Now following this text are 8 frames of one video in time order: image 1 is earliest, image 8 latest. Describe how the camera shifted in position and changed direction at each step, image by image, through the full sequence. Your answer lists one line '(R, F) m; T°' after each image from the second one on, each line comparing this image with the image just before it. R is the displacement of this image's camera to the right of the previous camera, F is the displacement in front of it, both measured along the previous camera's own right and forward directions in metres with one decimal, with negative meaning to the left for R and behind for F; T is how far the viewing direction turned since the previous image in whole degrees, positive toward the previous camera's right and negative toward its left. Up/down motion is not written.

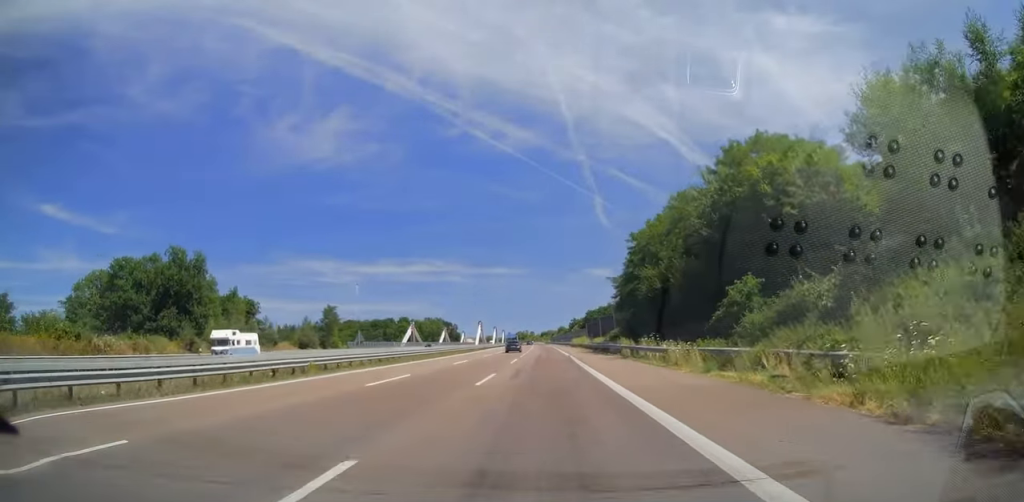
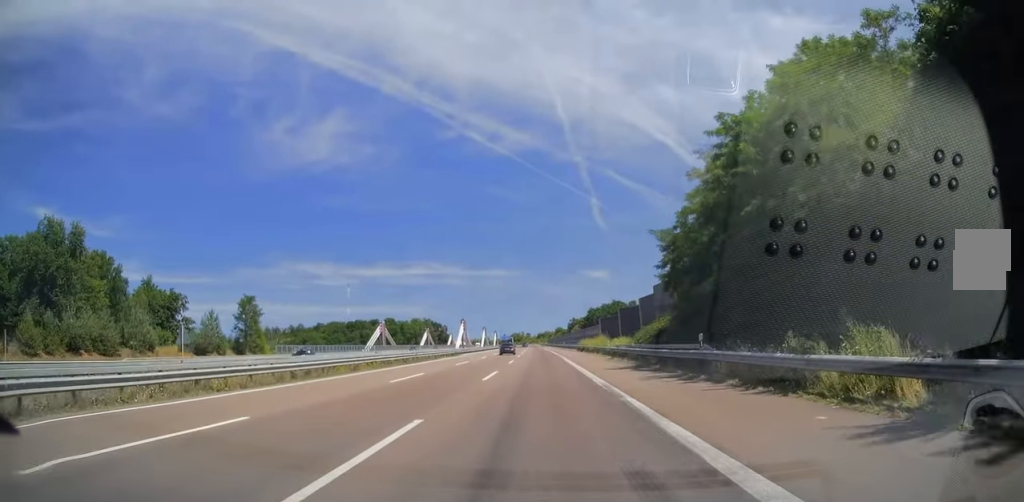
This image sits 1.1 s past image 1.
(0.0, +31.9) m; 0°
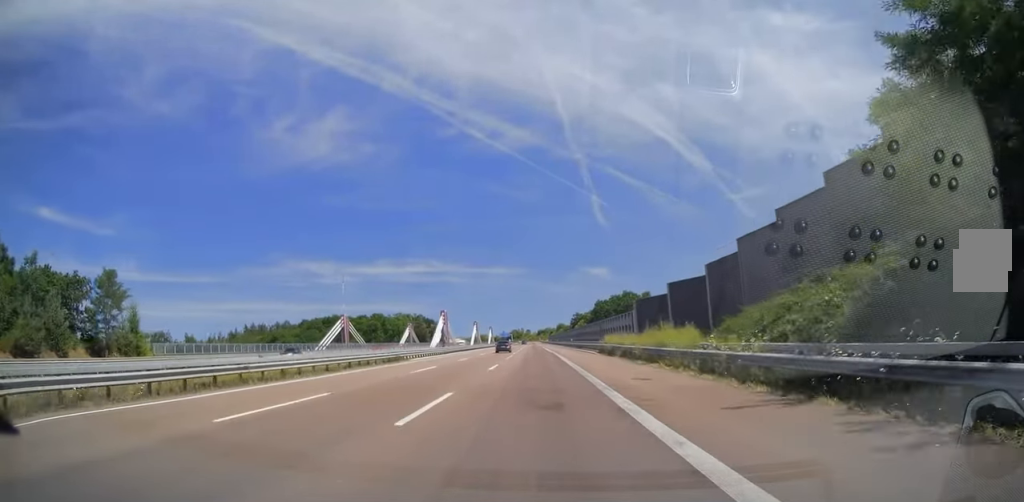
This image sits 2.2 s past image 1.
(0.0, +30.5) m; 0°
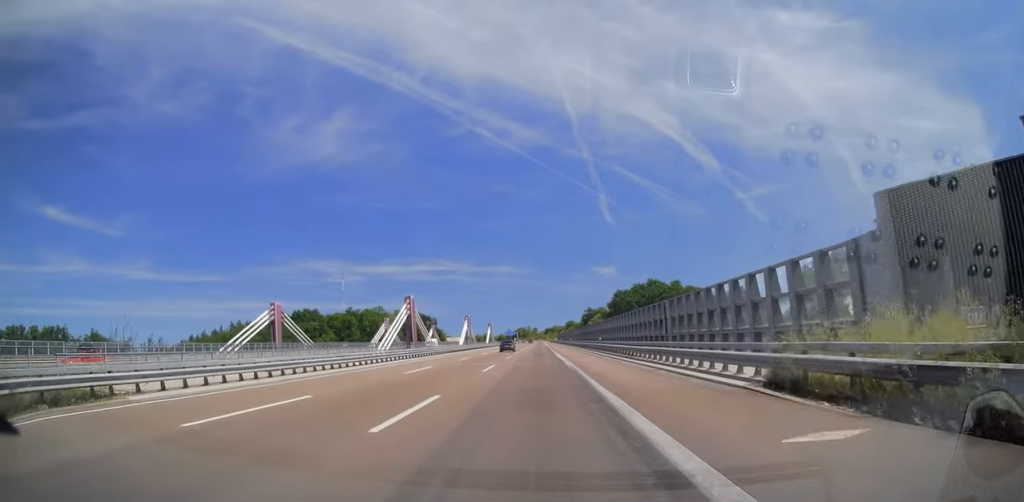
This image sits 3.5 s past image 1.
(0.0, +36.7) m; 0°
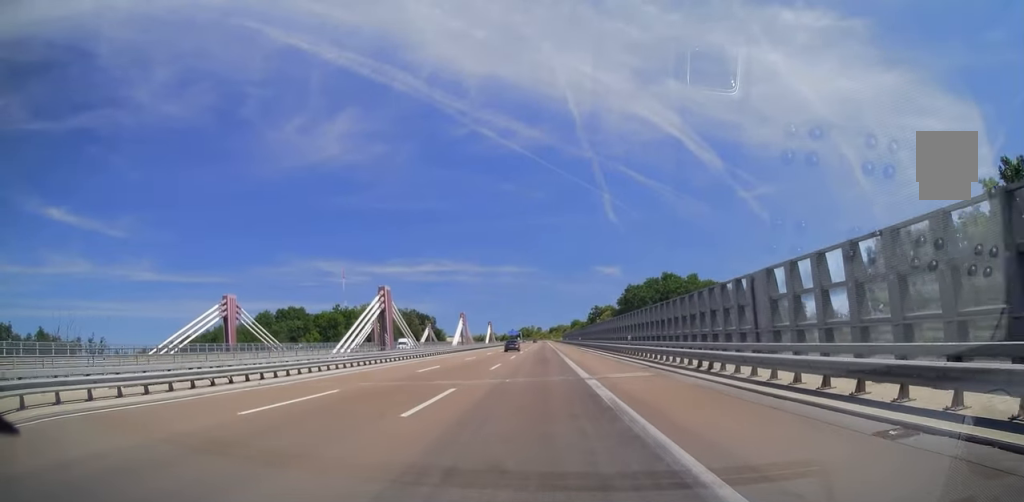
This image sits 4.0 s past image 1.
(0.0, +15.7) m; 0°
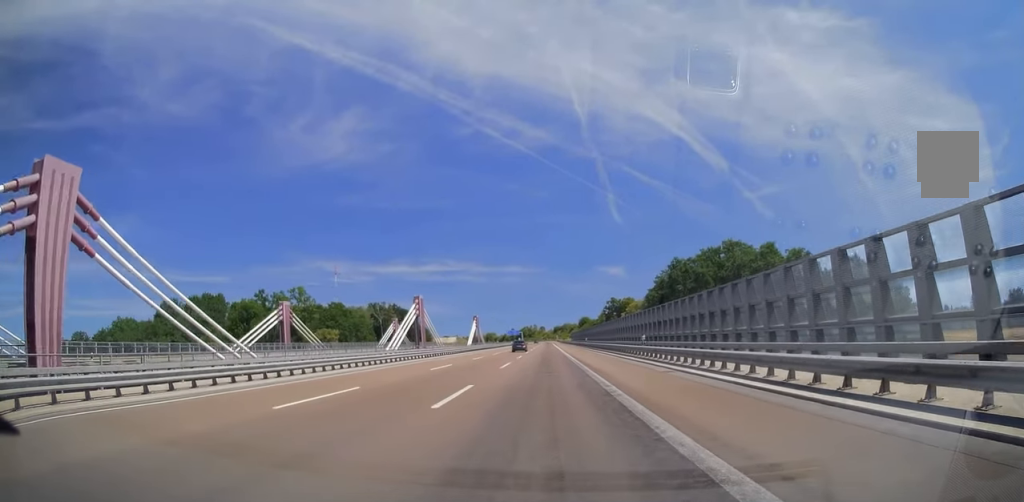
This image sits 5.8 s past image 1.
(-0.5, +52.4) m; -1°
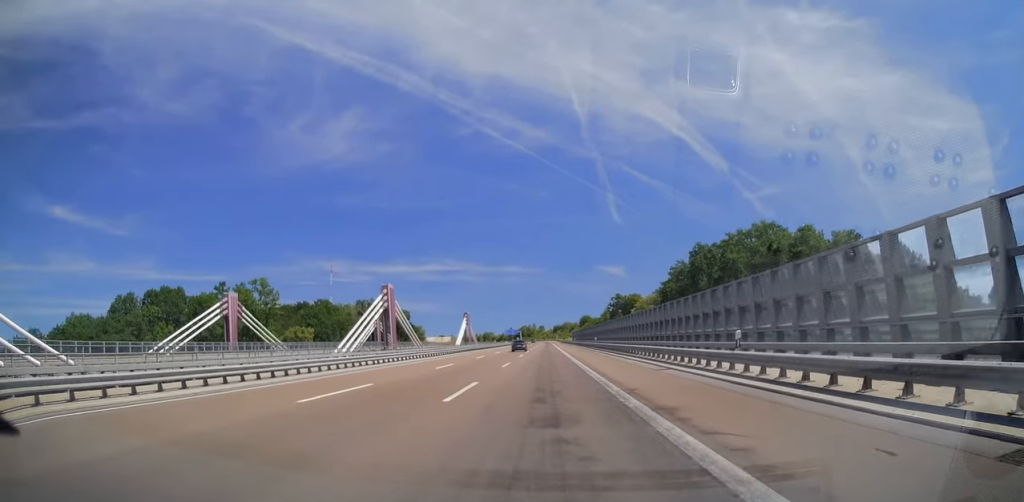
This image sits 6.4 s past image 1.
(-0.2, +16.7) m; 0°
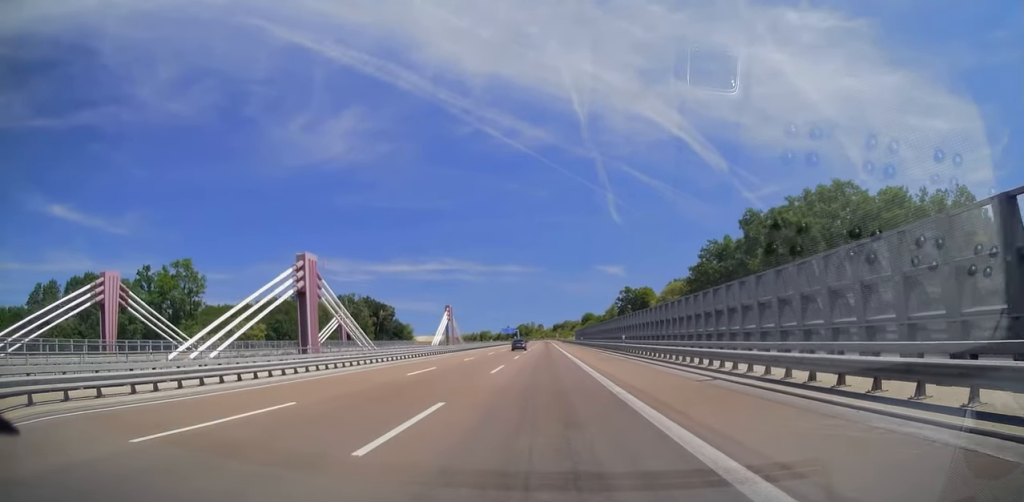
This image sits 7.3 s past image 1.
(+0.4, +24.3) m; 0°
